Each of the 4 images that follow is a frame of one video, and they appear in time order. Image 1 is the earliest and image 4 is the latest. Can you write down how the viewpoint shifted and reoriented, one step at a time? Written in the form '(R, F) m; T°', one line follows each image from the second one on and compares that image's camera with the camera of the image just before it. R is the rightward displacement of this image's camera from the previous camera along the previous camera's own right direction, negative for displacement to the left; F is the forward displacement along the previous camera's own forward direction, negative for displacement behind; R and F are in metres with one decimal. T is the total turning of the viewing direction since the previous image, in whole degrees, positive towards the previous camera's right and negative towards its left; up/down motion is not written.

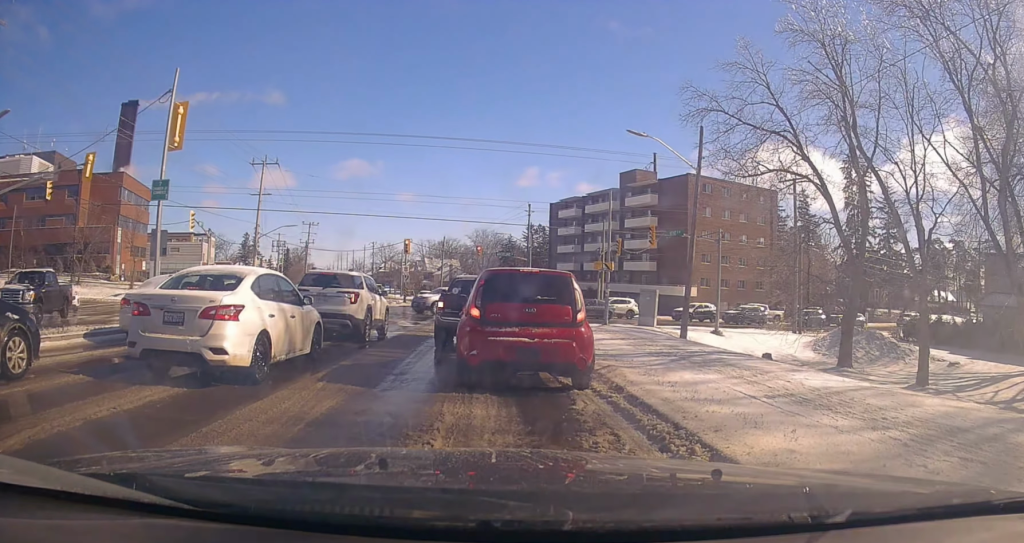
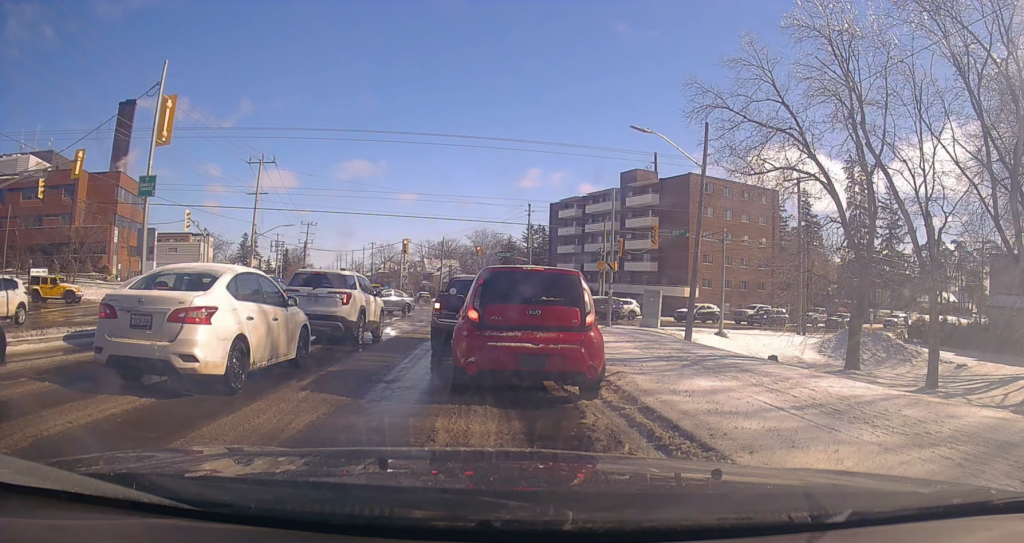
(-0.4, +1.0) m; 0°
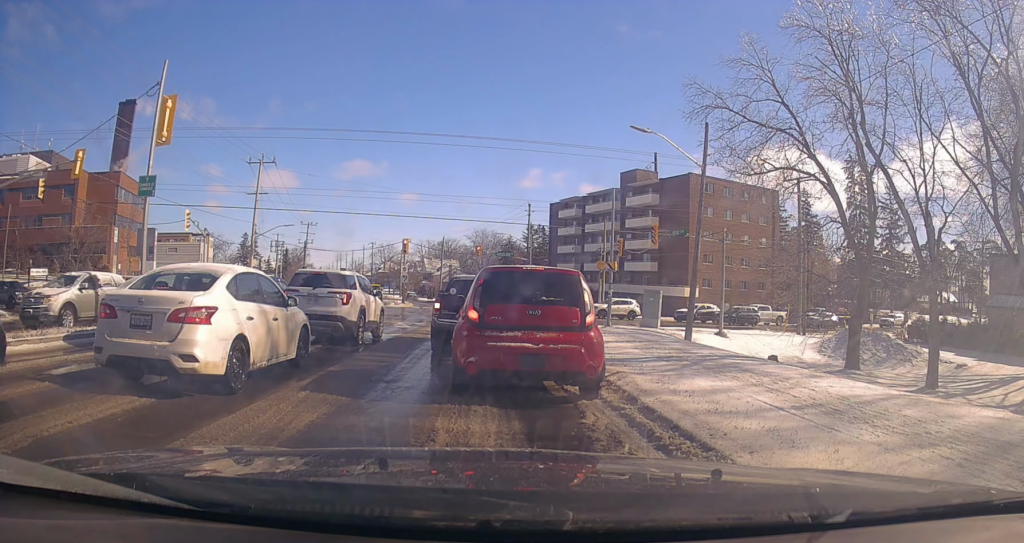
(0.0, 0.0) m; 0°
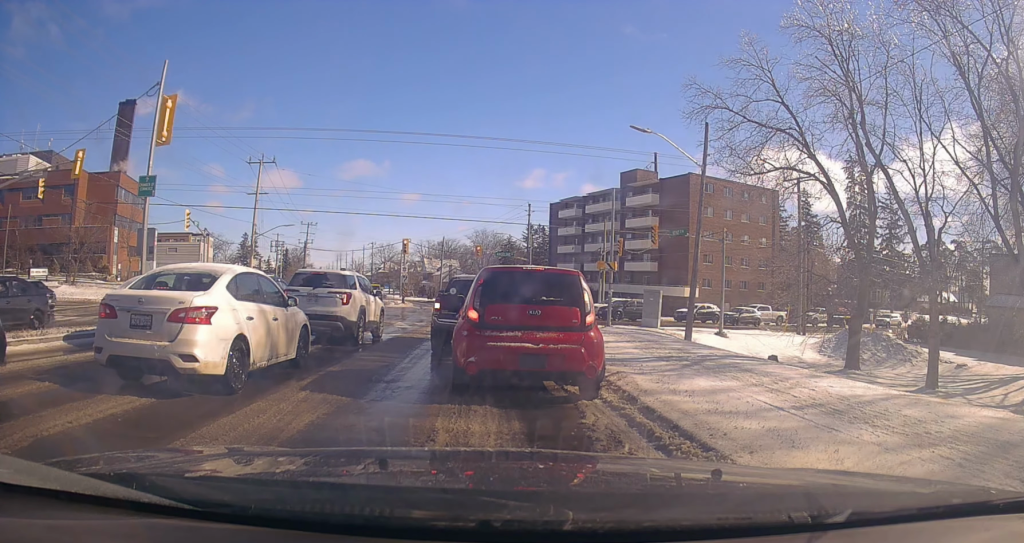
(0.0, 0.0) m; 0°
